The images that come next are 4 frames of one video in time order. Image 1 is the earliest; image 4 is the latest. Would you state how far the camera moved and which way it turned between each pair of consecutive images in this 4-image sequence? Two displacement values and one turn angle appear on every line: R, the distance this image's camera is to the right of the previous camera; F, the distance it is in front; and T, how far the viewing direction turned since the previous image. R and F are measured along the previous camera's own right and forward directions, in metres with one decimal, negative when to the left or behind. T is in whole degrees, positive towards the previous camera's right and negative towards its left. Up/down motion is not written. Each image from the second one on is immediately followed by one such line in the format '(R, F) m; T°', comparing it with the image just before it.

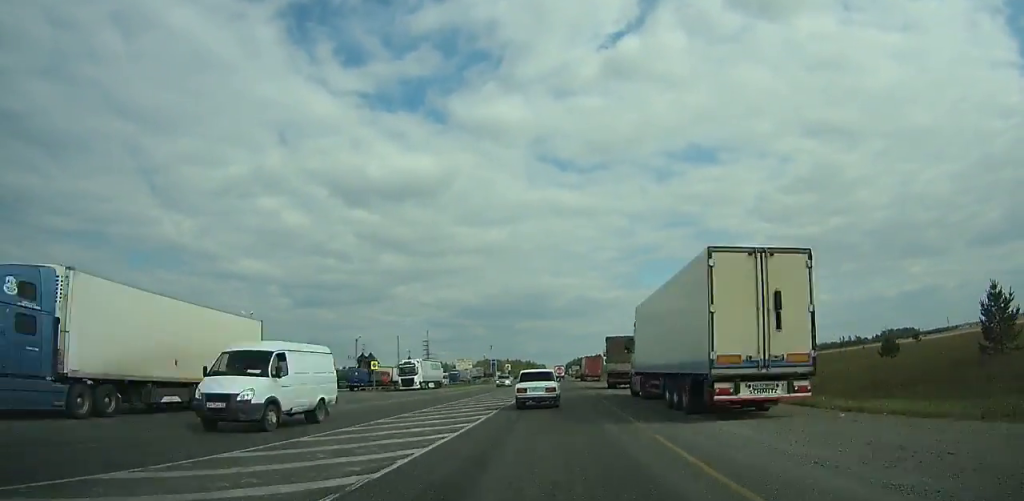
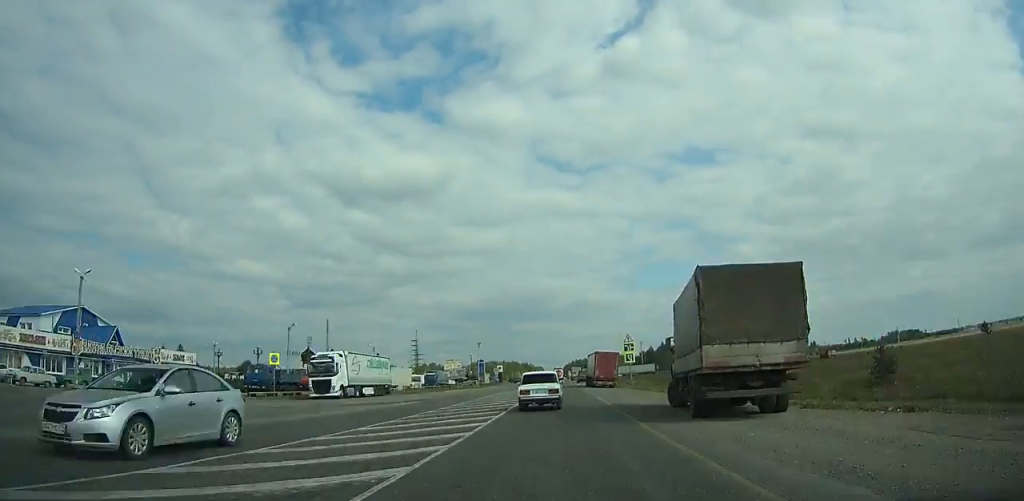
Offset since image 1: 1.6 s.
(-0.1, +26.5) m; 0°
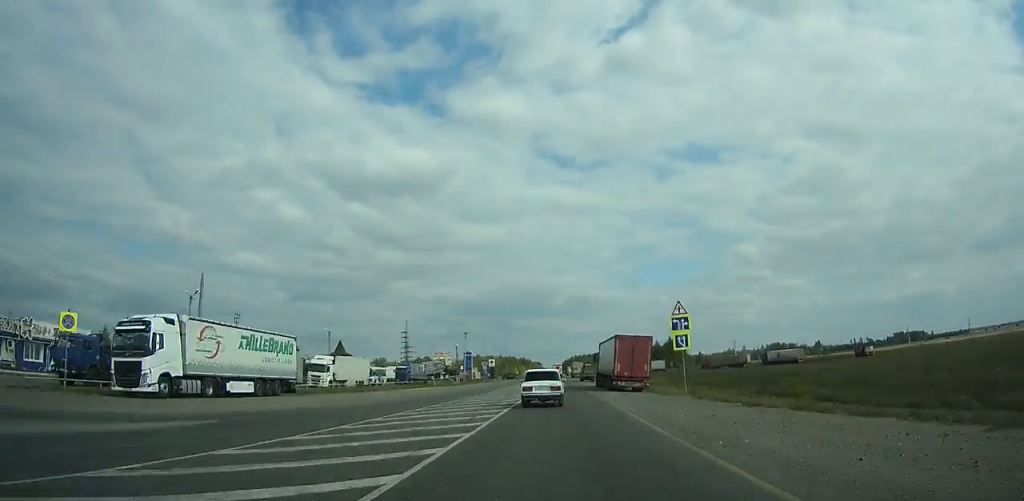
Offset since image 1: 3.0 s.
(+0.1, +22.7) m; 0°
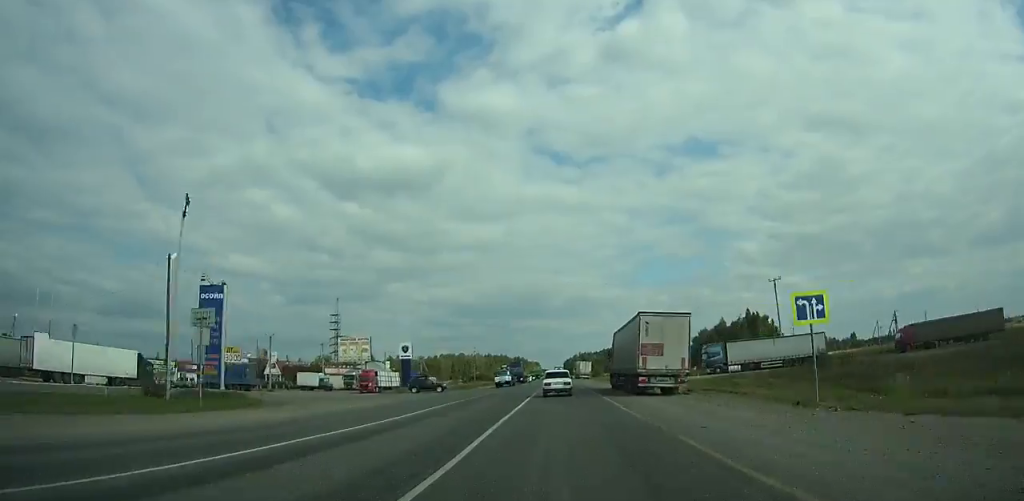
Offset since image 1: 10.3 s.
(+0.4, +118.2) m; +1°
